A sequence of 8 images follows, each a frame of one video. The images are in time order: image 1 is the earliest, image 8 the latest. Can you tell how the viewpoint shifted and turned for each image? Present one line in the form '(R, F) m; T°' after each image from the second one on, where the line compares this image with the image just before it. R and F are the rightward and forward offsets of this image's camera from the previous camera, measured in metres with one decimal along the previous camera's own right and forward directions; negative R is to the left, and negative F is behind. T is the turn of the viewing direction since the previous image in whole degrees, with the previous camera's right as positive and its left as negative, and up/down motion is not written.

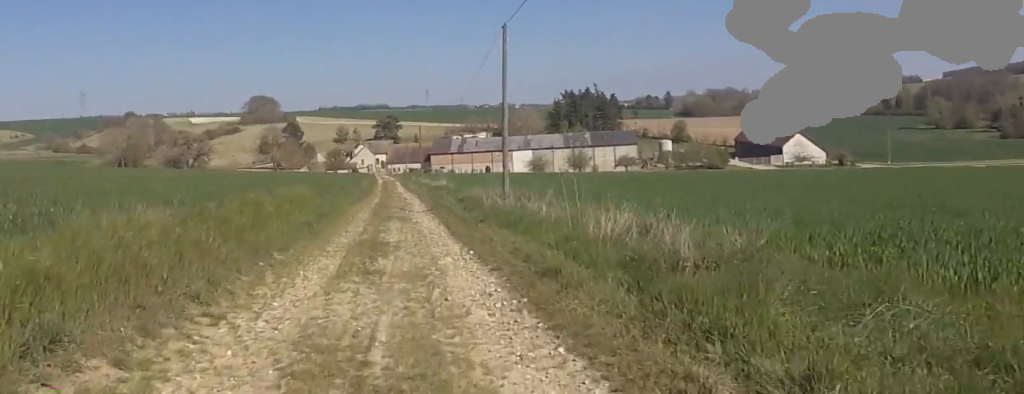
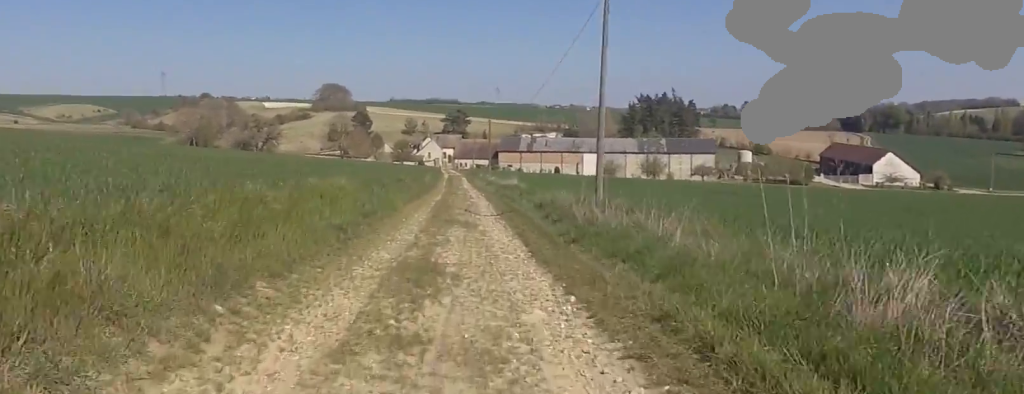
(0.0, +4.0) m; 0°
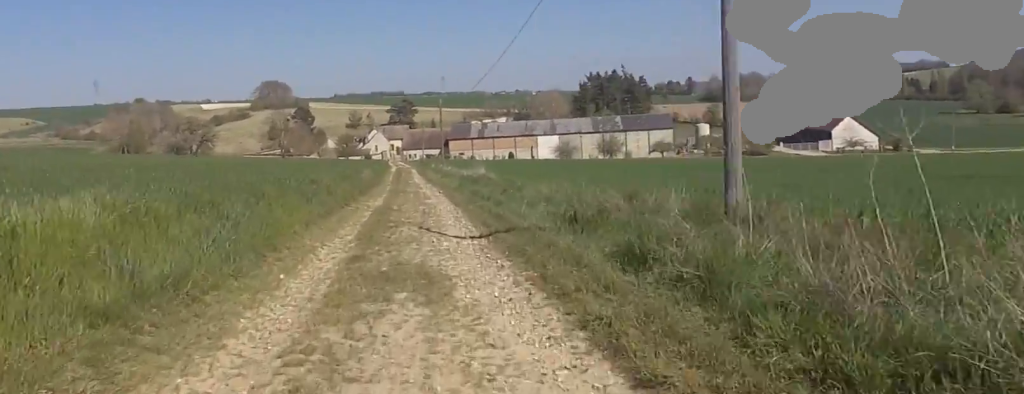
(0.0, +9.2) m; 0°
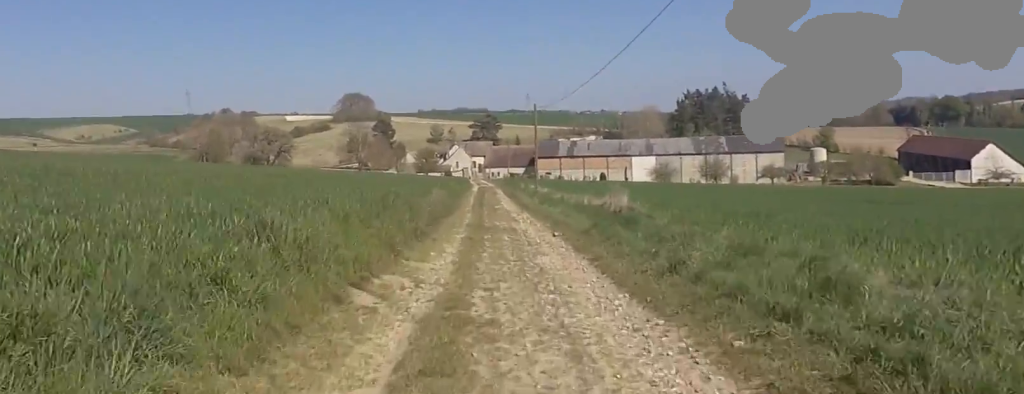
(0.0, +10.7) m; 0°
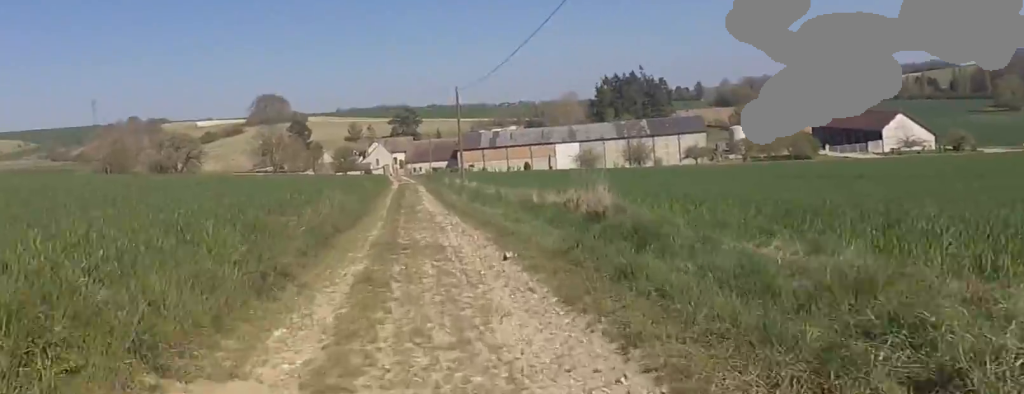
(0.0, +5.8) m; 0°
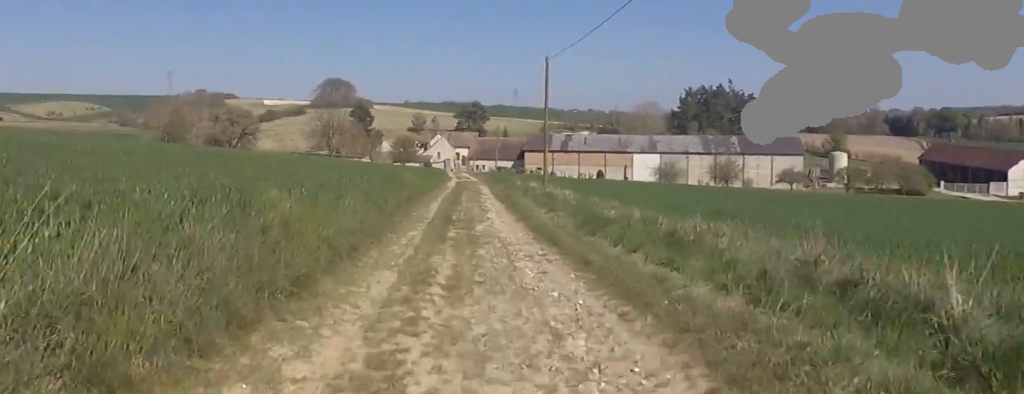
(-0.6, +11.4) m; -11°
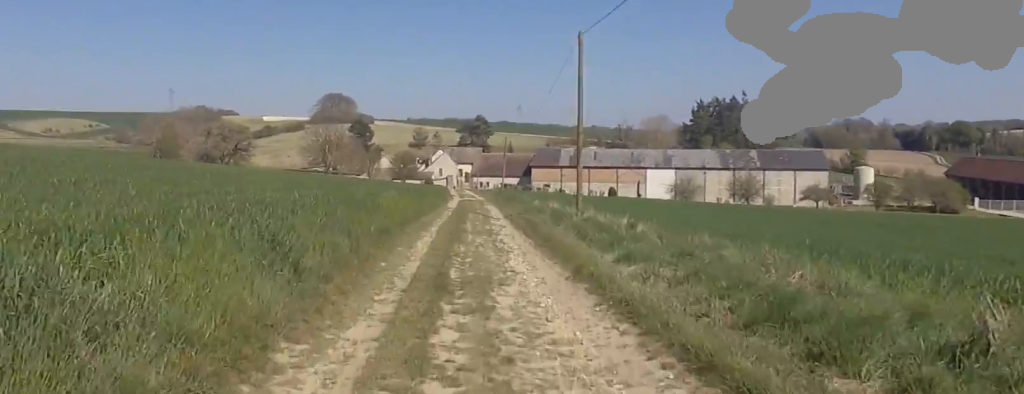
(-1.0, +7.6) m; +1°
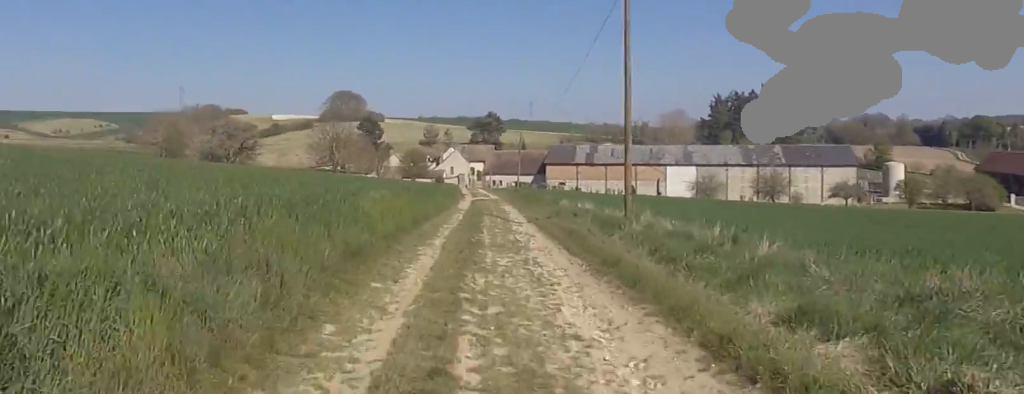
(+0.8, +4.8) m; +6°
